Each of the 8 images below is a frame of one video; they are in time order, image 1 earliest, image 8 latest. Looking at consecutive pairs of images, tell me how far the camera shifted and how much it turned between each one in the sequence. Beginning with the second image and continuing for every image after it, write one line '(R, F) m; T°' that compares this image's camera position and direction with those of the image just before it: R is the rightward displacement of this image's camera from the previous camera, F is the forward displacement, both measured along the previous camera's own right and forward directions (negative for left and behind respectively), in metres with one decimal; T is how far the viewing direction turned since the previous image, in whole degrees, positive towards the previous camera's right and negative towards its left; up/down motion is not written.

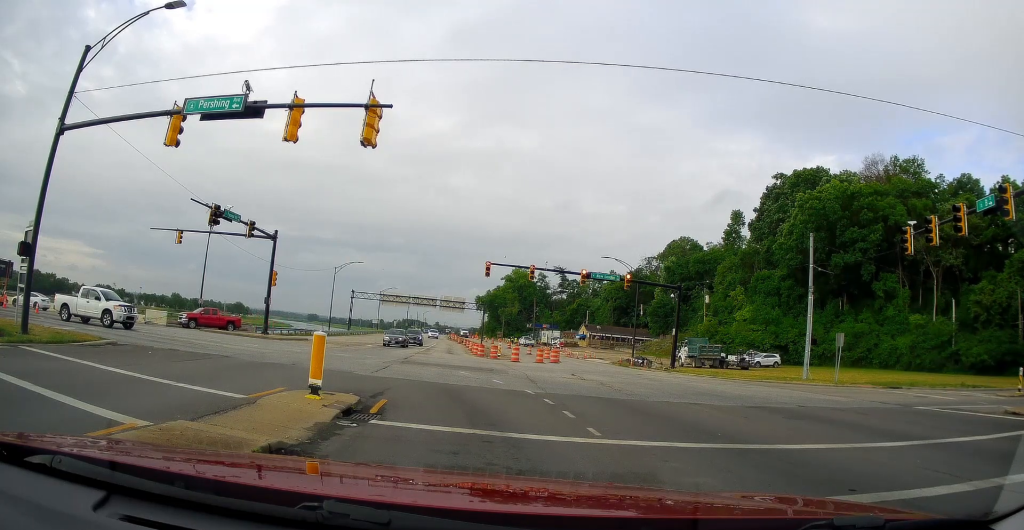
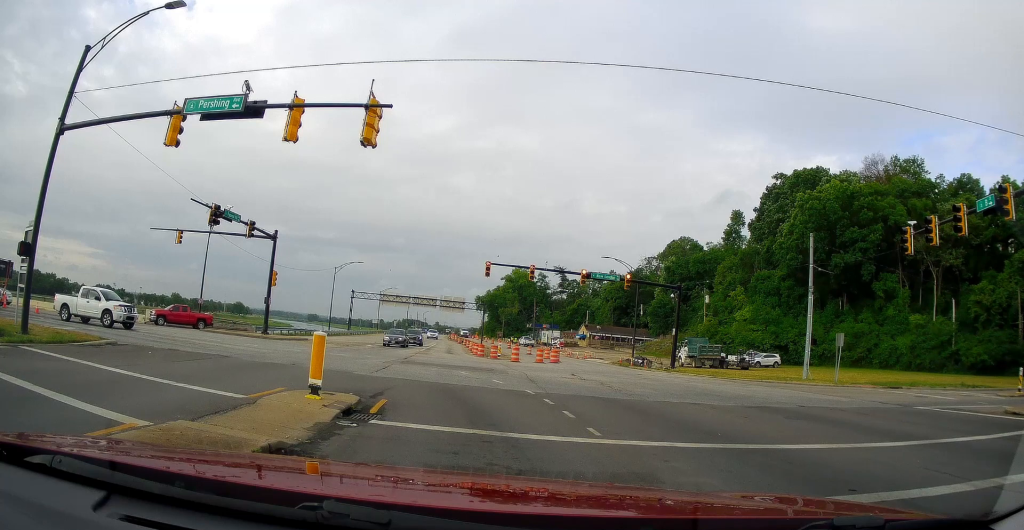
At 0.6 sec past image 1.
(0.0, 0.0) m; 0°
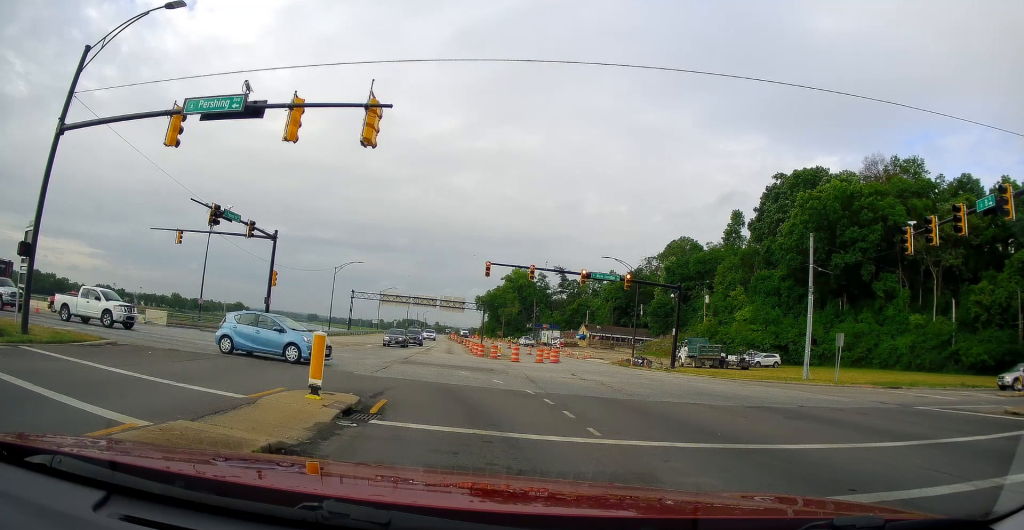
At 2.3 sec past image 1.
(0.0, 0.0) m; 0°
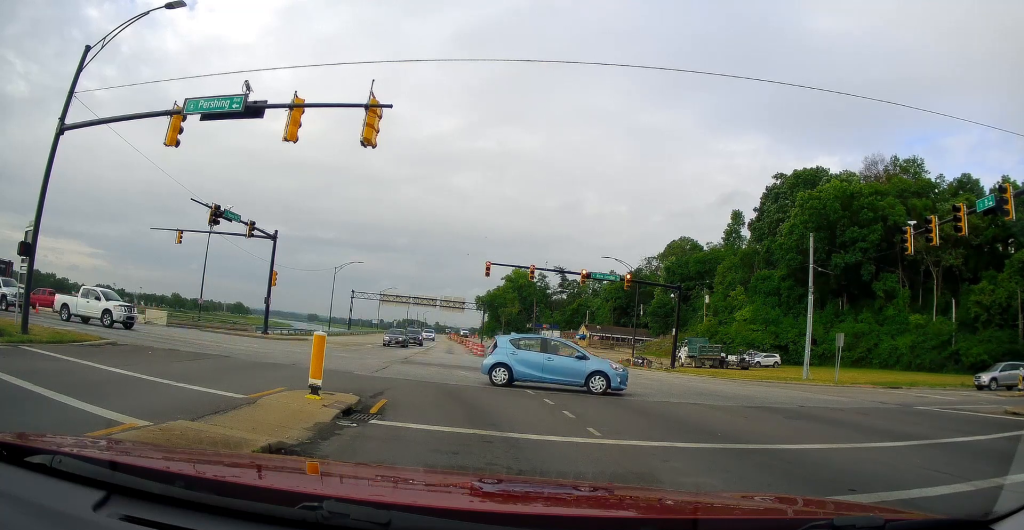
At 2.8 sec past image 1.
(0.0, 0.0) m; 0°
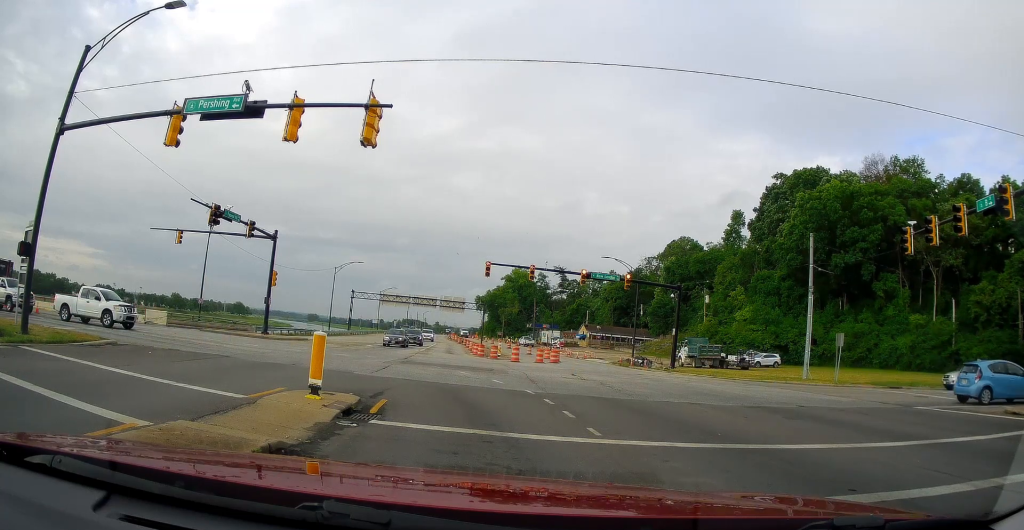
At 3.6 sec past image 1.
(0.0, +0.2) m; 0°
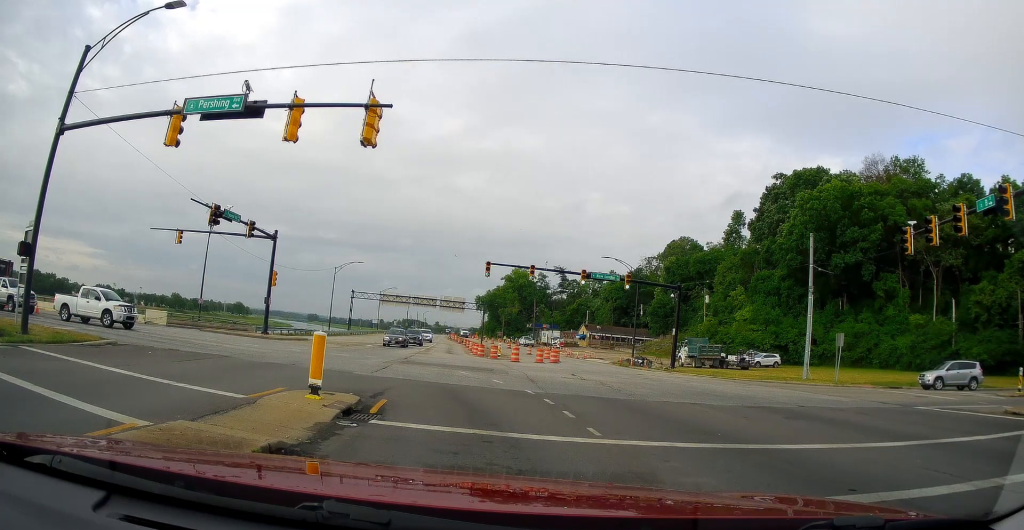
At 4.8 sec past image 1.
(-0.1, +0.3) m; 0°
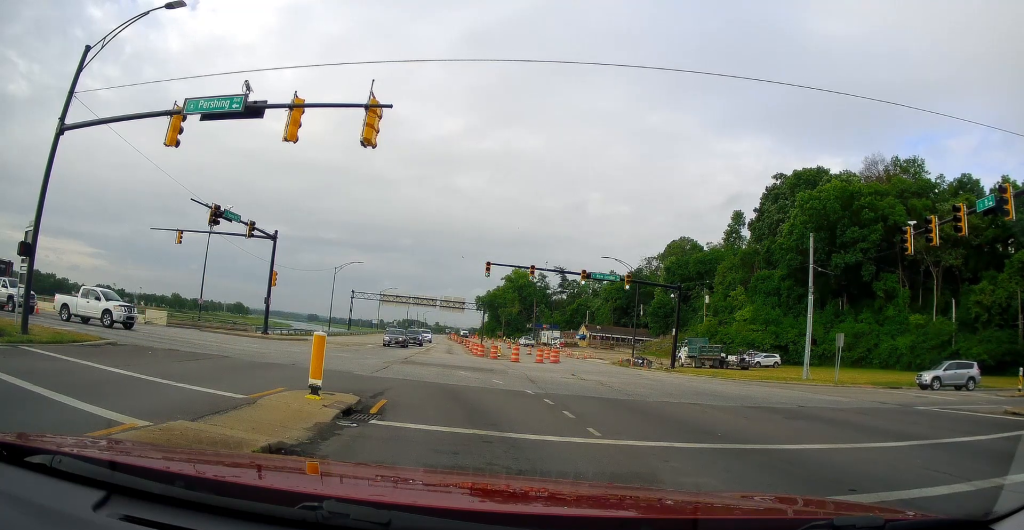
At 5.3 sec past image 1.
(0.0, 0.0) m; 0°
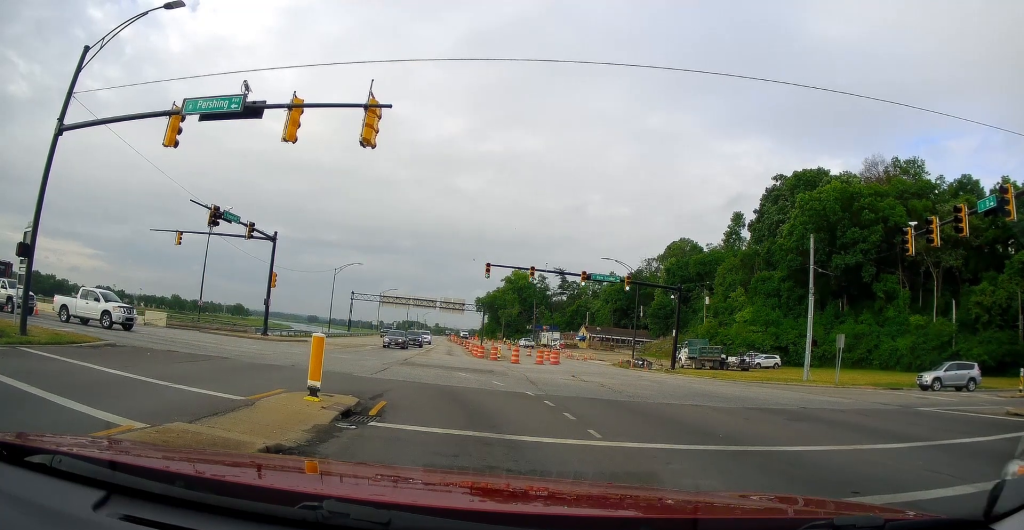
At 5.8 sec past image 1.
(0.0, 0.0) m; 0°
